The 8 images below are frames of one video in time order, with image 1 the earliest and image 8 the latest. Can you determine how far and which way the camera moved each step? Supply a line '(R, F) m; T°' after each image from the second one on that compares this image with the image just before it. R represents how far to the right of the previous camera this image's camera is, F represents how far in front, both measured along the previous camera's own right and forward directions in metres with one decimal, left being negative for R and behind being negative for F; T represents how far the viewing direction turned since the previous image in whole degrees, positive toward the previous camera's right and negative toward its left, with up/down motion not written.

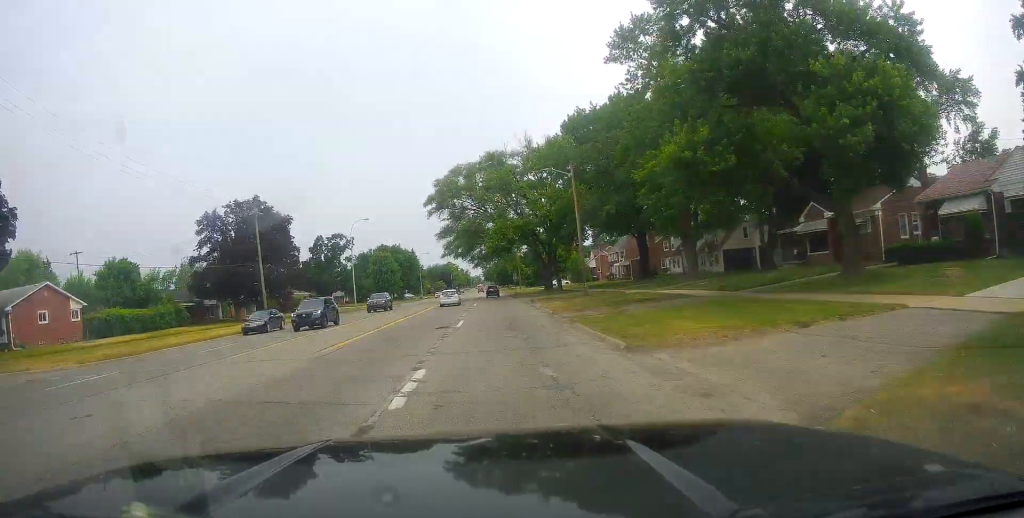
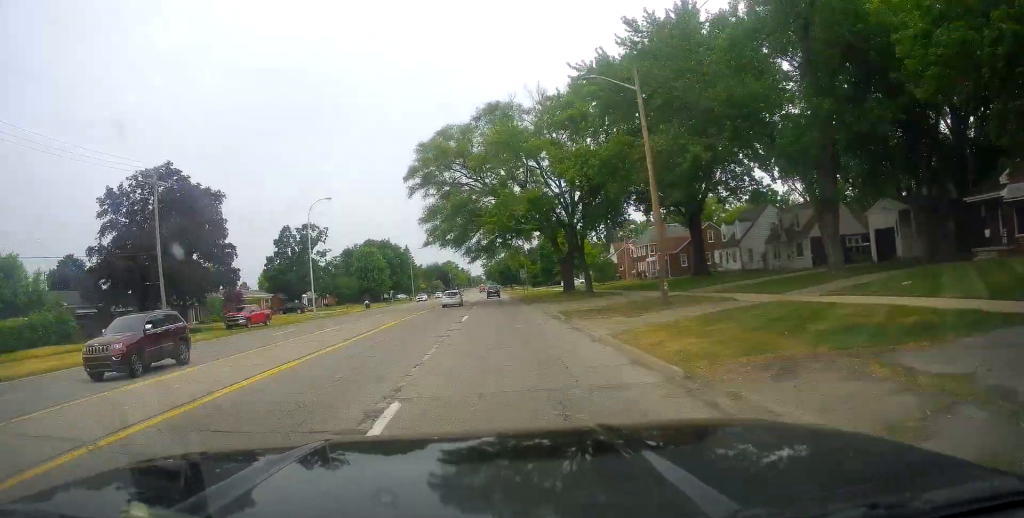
(+0.3, +19.8) m; +2°
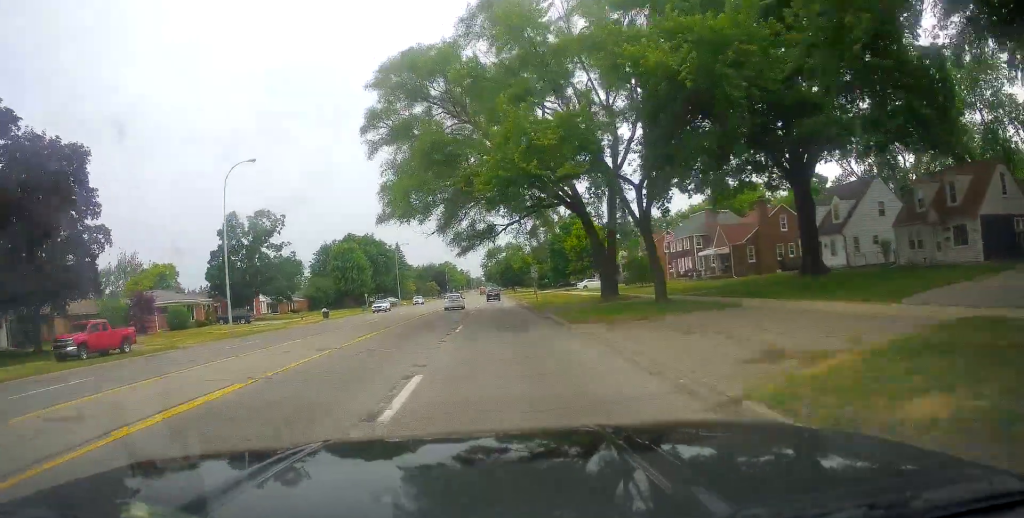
(+0.2, +20.6) m; 0°
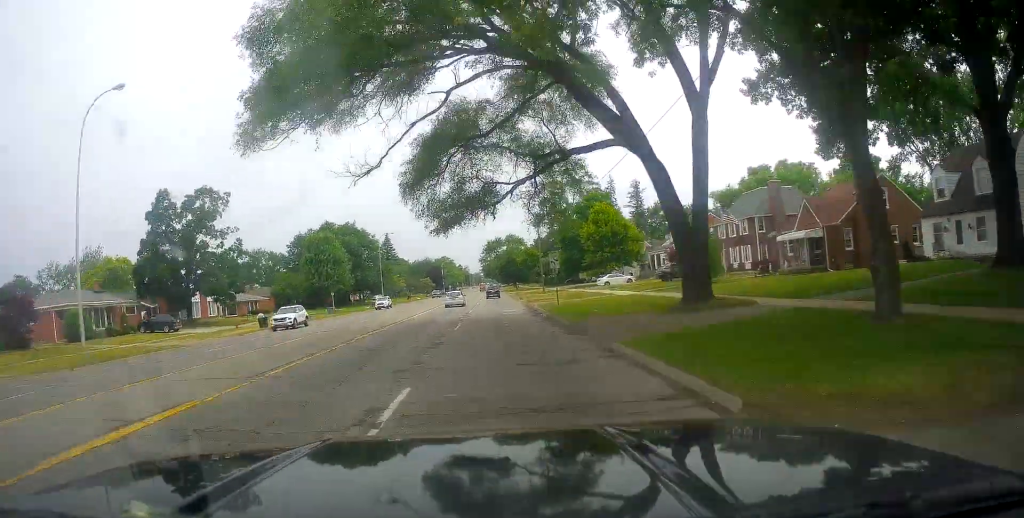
(-0.3, +17.1) m; 0°
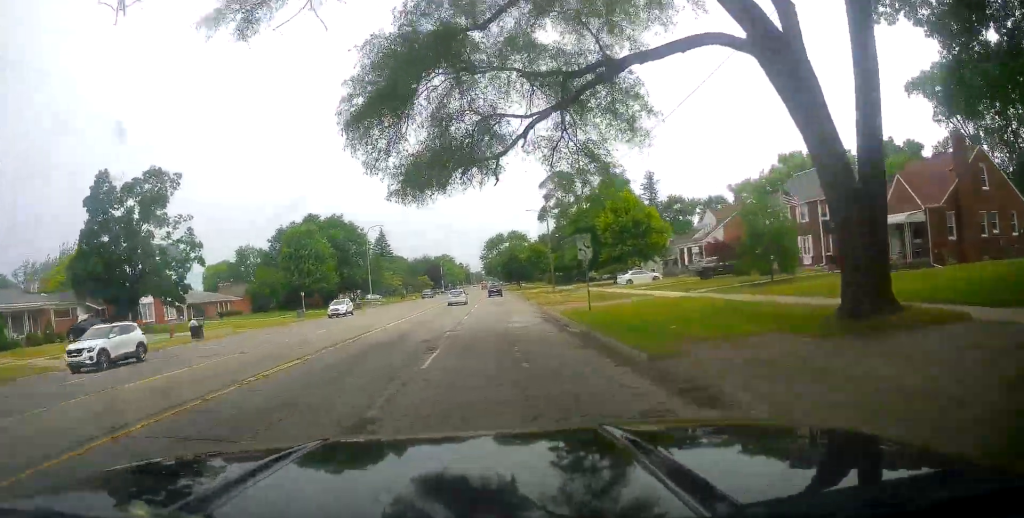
(+0.1, +11.1) m; 0°
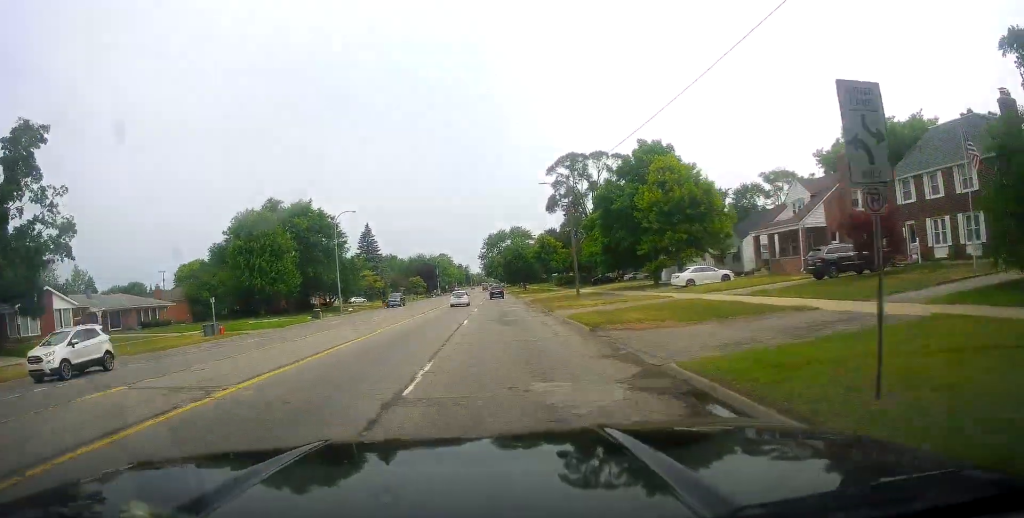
(-0.1, +18.7) m; -1°
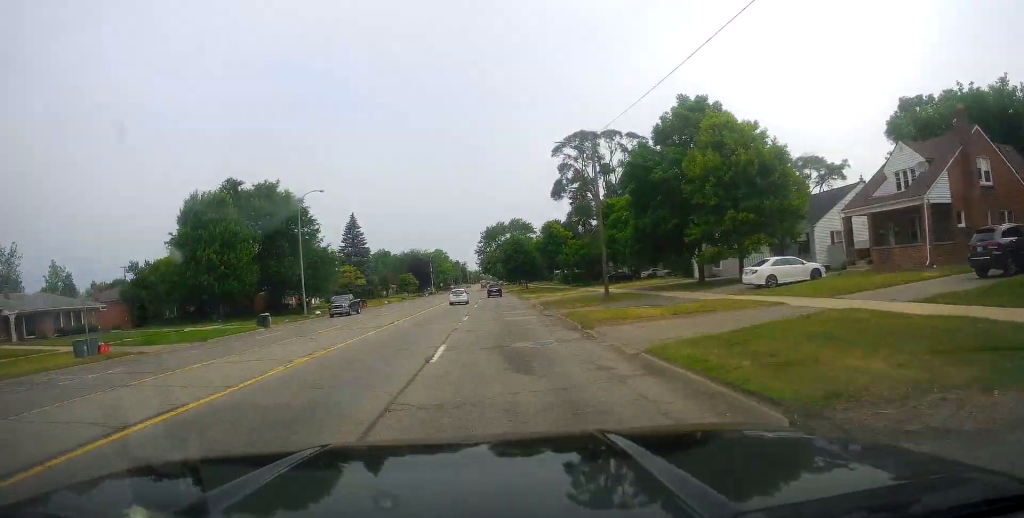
(-0.4, +13.1) m; 0°
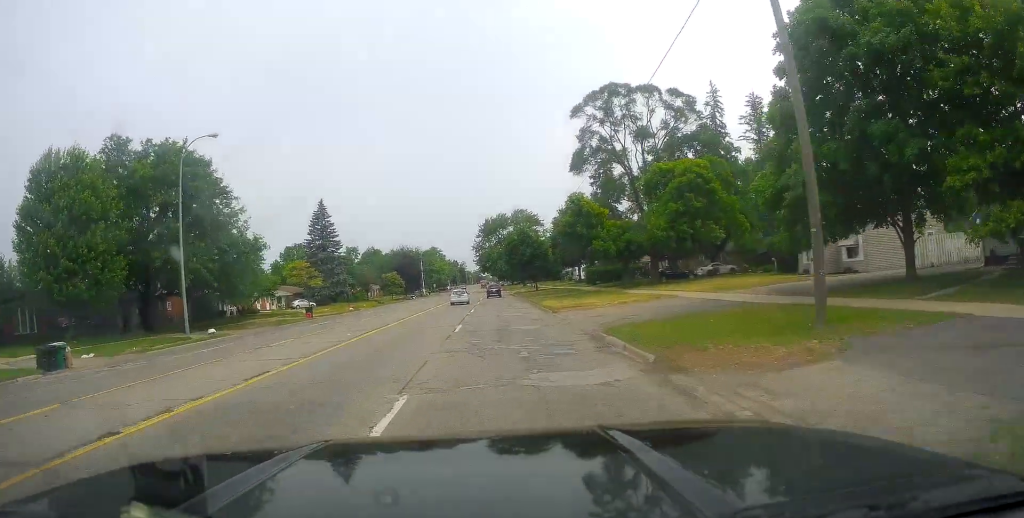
(+0.7, +24.2) m; +3°
